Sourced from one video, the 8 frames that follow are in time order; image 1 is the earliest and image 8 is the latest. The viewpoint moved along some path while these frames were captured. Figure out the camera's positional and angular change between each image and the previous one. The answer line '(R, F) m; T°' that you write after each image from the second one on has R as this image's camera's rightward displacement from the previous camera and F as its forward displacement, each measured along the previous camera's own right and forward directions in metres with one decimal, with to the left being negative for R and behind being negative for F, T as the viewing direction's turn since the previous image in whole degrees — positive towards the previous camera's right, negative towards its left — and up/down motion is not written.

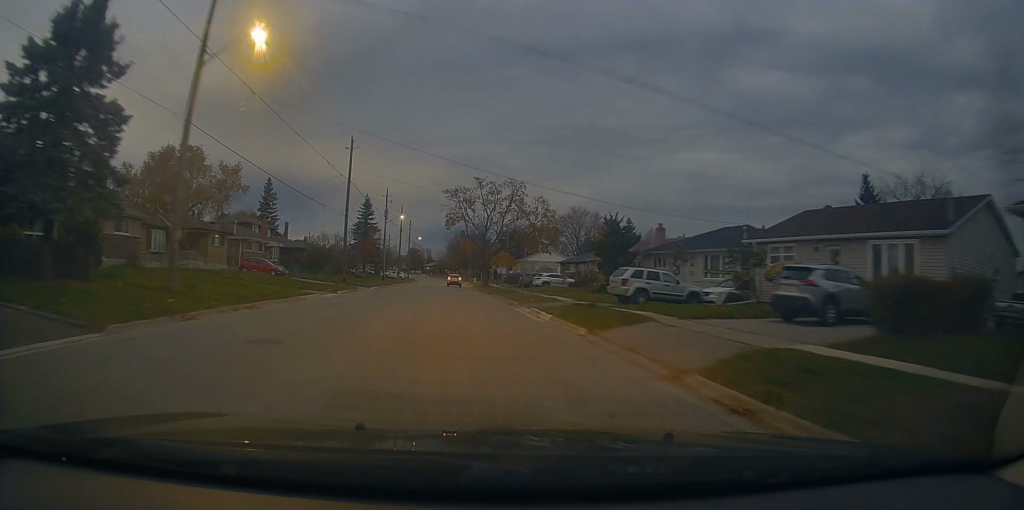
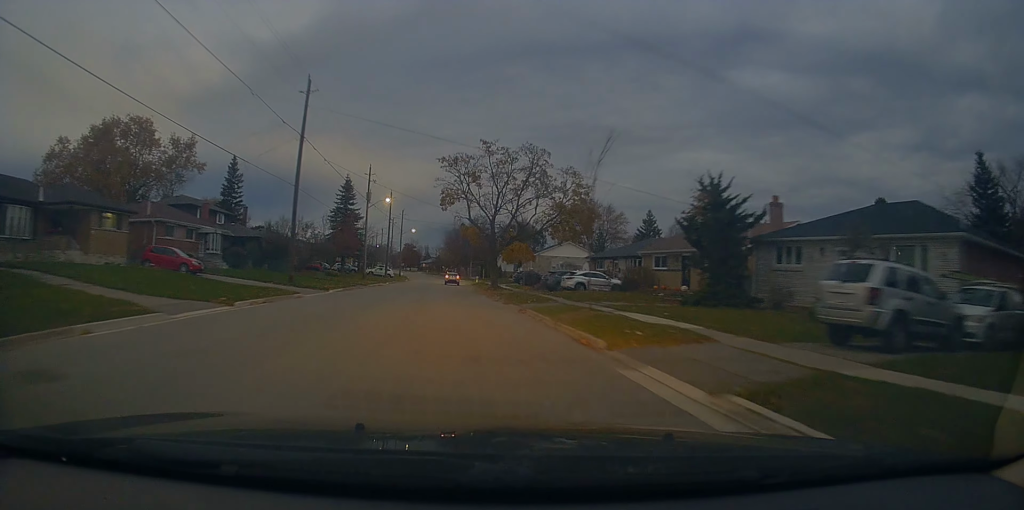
(-0.5, +16.0) m; -3°
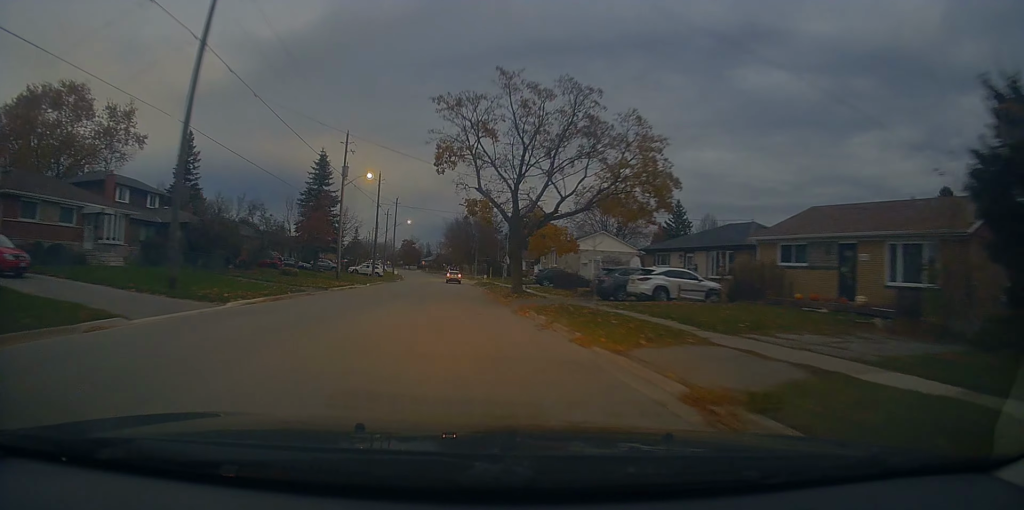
(+0.1, +15.7) m; 0°
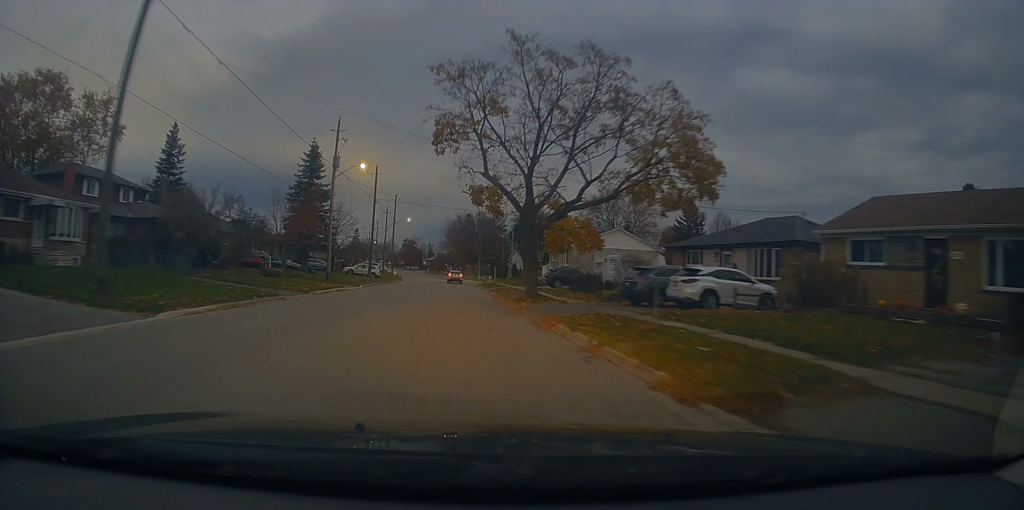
(-0.1, +4.8) m; 0°
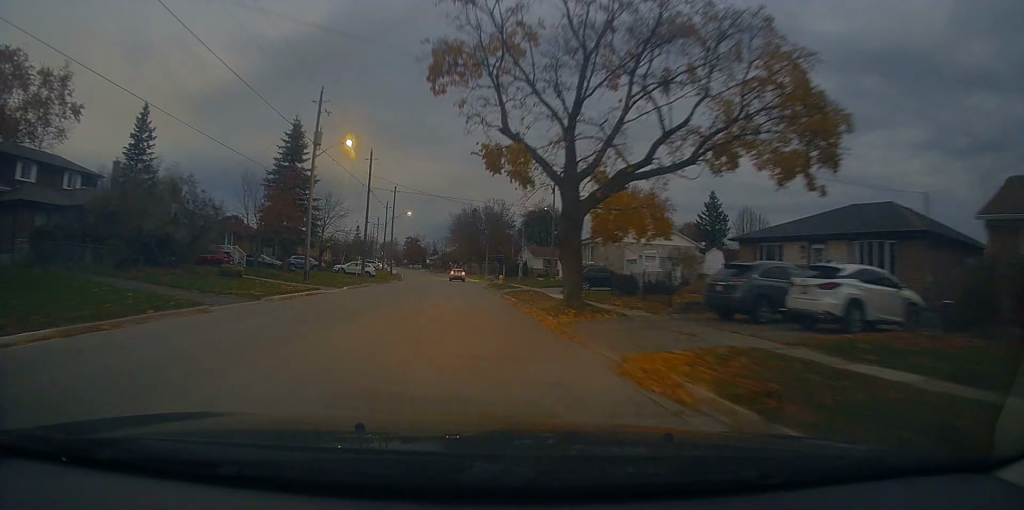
(+0.2, +8.0) m; +1°
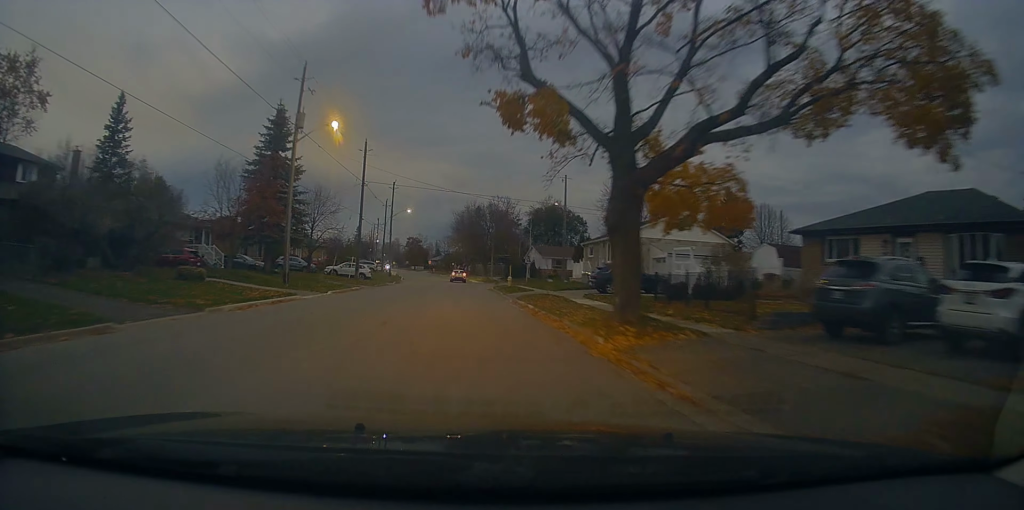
(0.0, +5.2) m; 0°
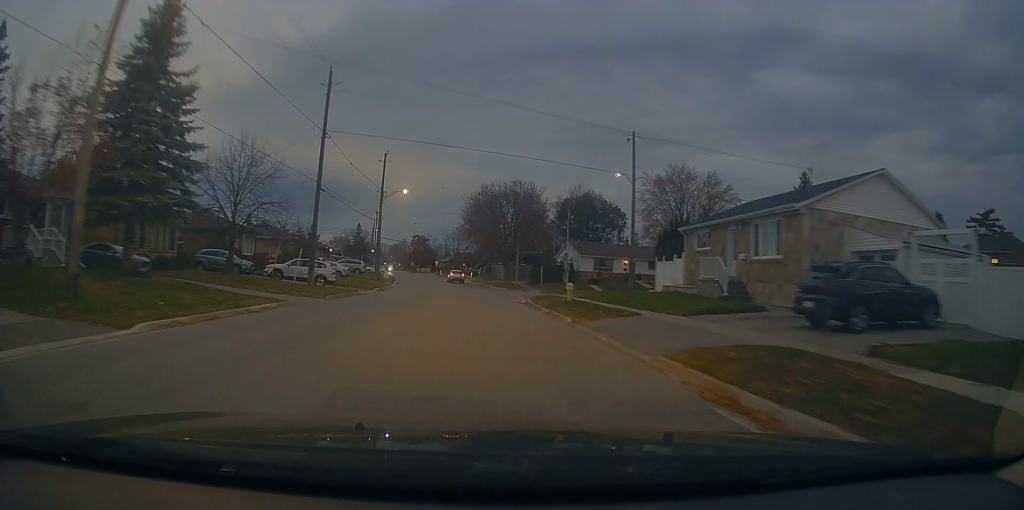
(-0.4, +19.8) m; -2°
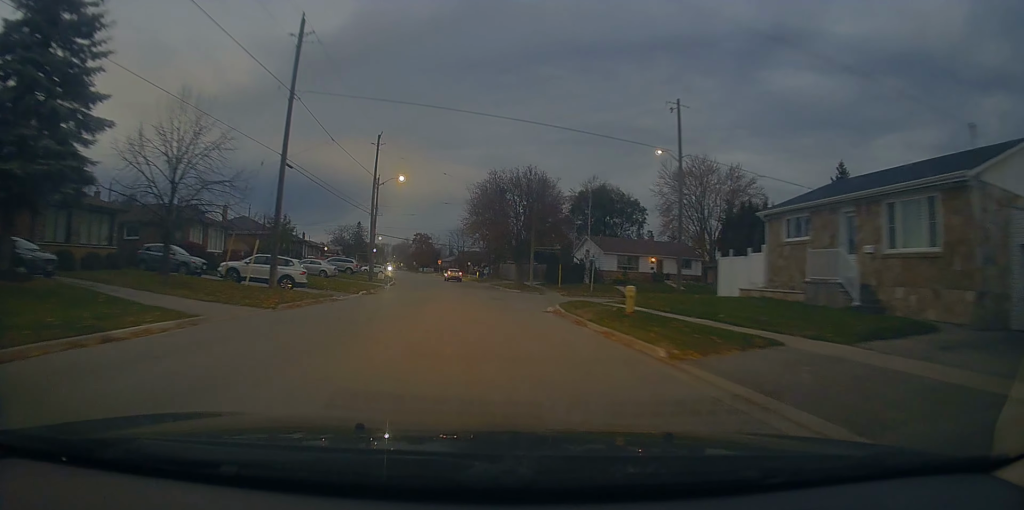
(-0.1, +7.9) m; 0°
